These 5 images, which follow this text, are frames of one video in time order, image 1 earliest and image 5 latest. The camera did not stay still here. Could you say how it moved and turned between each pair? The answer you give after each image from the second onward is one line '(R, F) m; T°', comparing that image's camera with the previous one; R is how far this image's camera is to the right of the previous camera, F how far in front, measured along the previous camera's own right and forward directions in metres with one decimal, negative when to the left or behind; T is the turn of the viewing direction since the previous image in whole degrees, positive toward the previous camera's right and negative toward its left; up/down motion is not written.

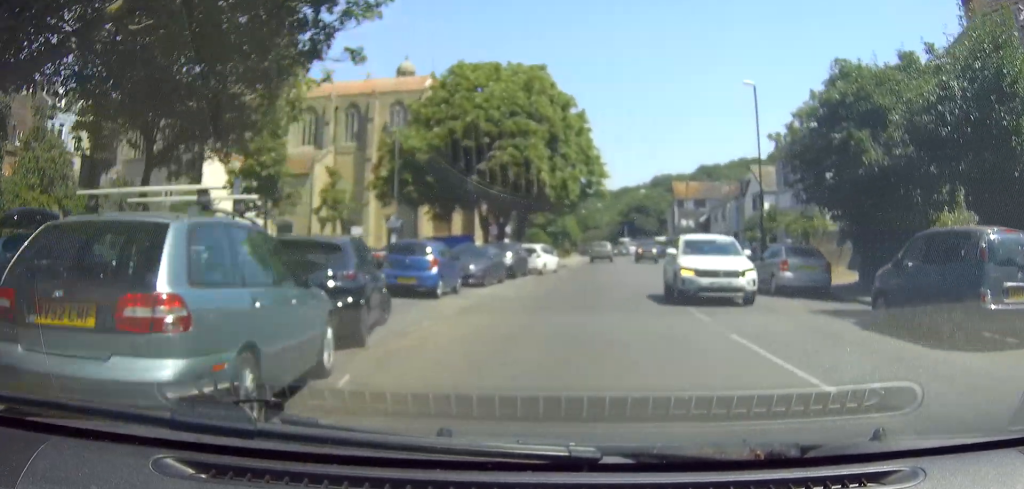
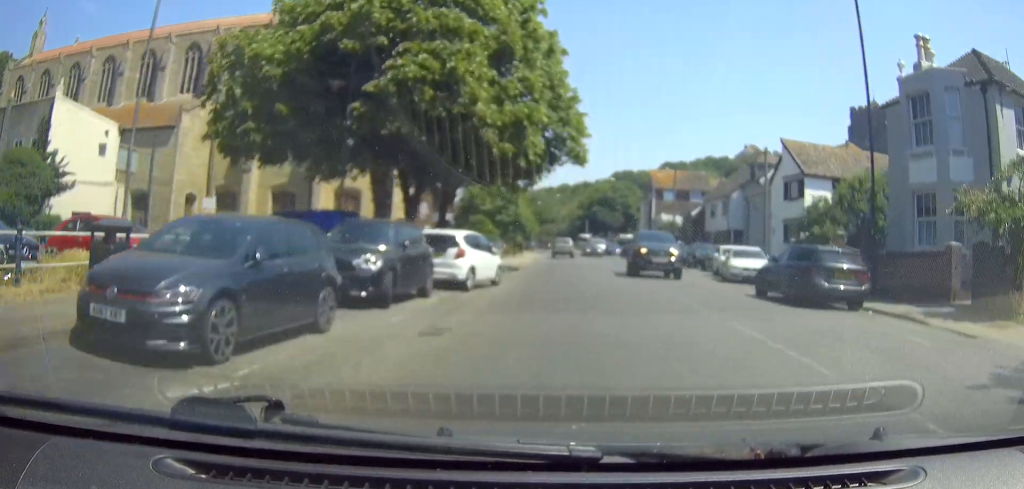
(-0.5, +16.9) m; -8°
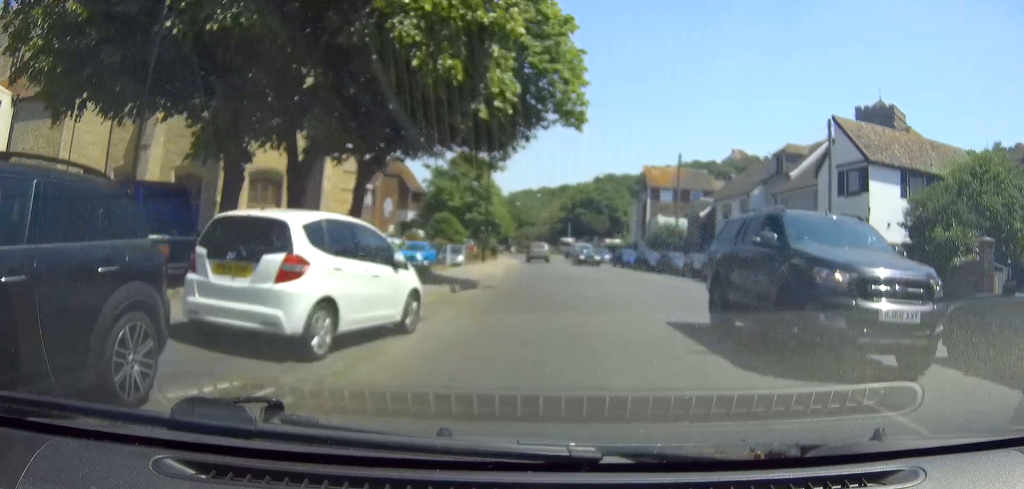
(-0.8, +10.3) m; -2°
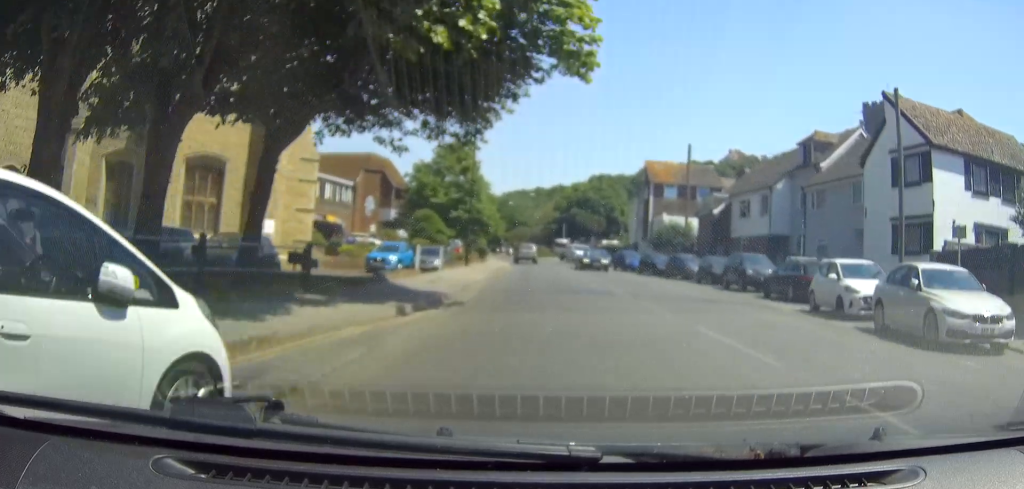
(-0.3, +5.9) m; +6°
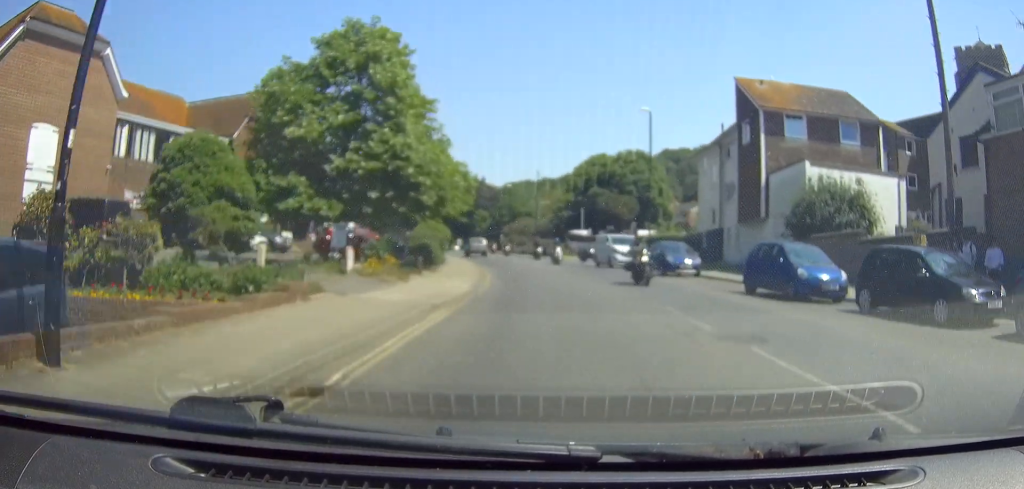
(+10.0, +31.6) m; +10°
